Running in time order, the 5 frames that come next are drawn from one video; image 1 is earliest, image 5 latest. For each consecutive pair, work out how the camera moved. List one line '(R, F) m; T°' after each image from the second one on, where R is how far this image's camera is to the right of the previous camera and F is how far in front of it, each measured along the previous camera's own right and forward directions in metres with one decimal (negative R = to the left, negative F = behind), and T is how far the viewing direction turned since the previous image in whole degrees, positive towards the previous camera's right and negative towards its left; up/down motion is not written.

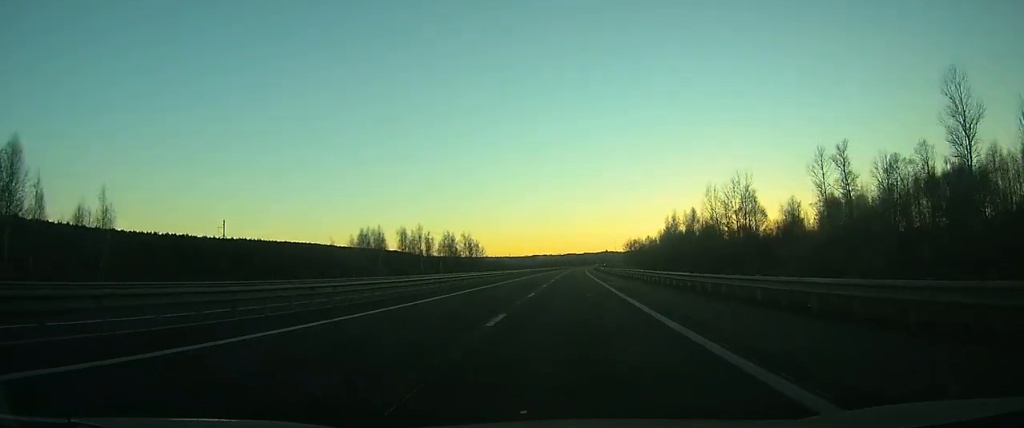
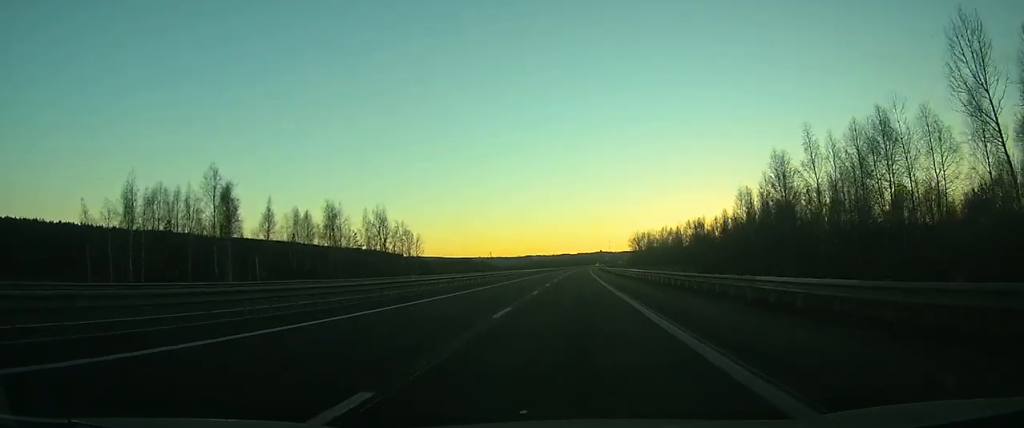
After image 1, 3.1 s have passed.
(+0.3, +90.6) m; 0°
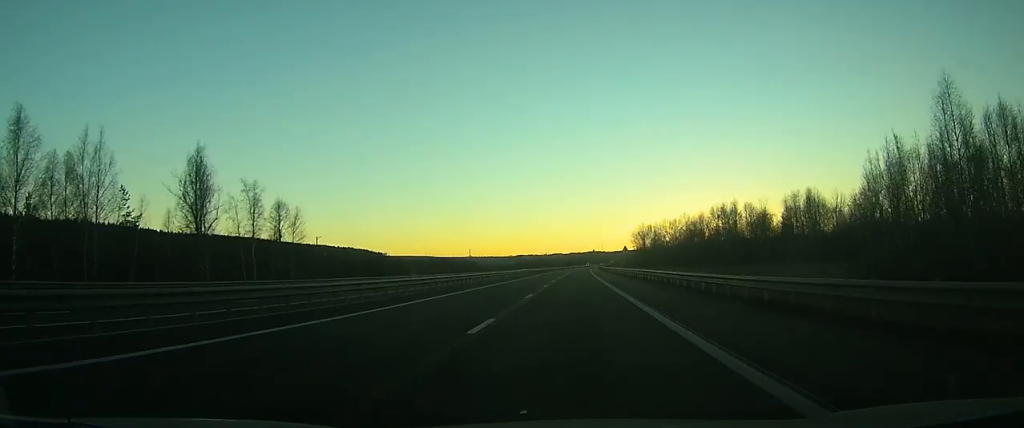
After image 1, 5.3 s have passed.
(+0.2, +66.0) m; +1°
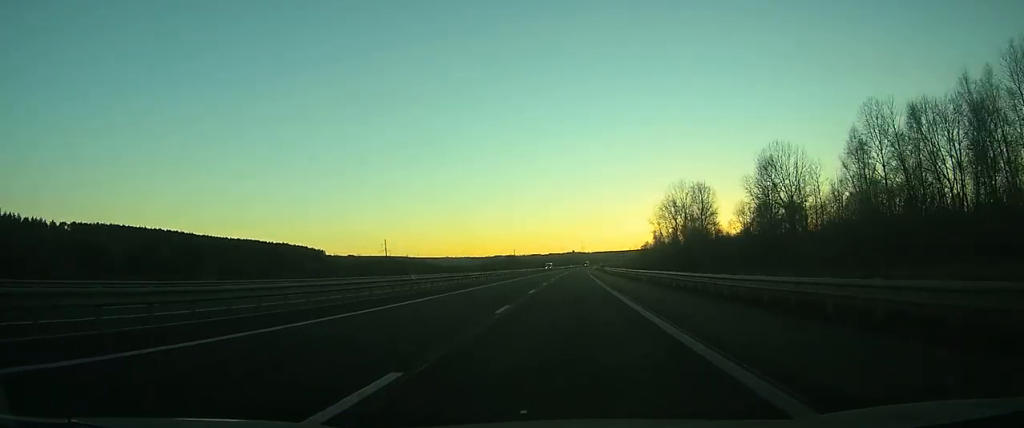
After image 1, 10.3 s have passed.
(+2.7, +149.1) m; +2°
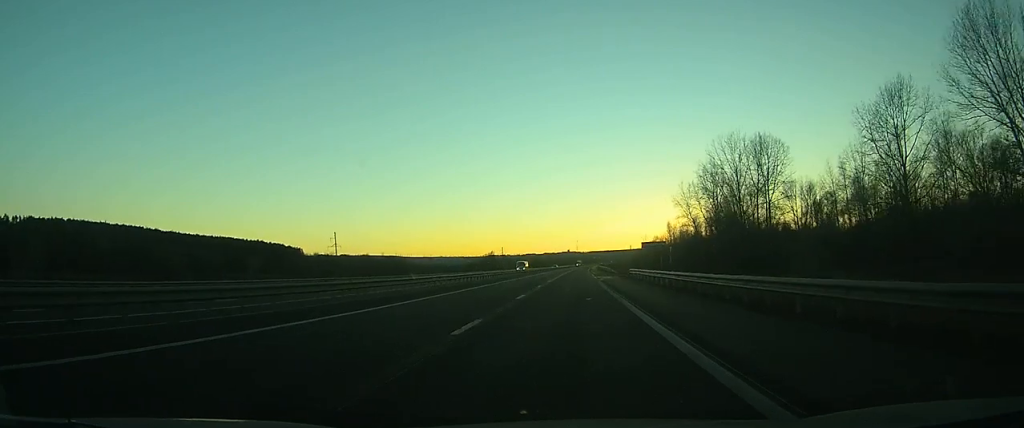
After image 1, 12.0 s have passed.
(+0.4, +50.4) m; +1°
